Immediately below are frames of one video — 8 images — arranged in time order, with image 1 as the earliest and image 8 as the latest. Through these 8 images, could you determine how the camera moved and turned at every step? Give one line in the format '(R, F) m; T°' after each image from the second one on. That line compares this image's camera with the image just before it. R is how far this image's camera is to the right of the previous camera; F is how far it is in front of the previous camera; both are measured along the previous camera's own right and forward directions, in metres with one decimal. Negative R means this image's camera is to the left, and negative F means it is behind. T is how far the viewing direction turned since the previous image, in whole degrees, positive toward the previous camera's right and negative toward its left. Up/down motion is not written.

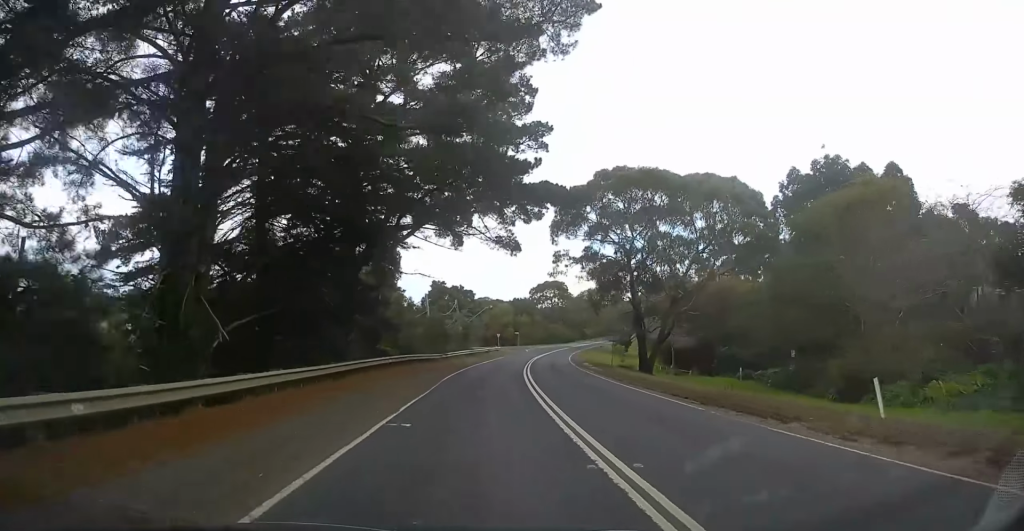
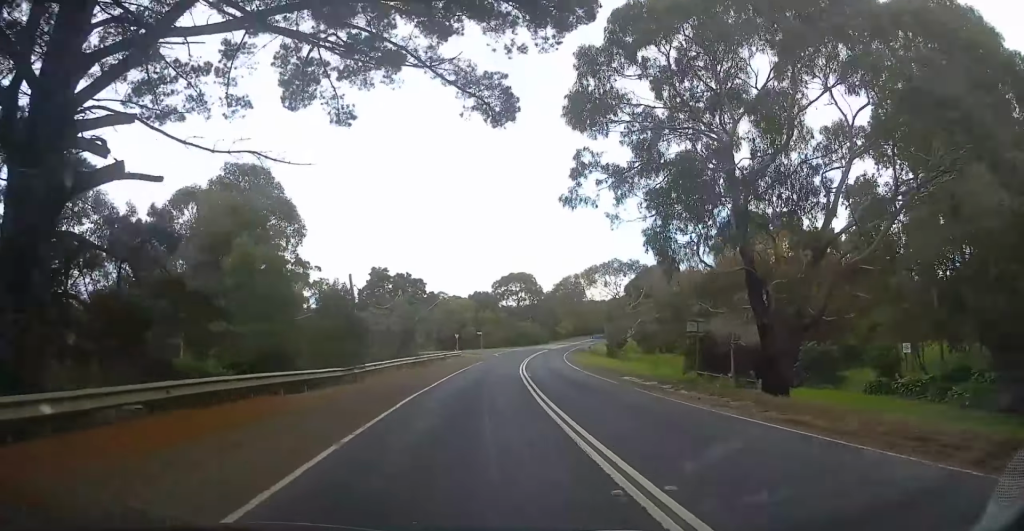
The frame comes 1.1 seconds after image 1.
(+0.4, +25.2) m; +3°
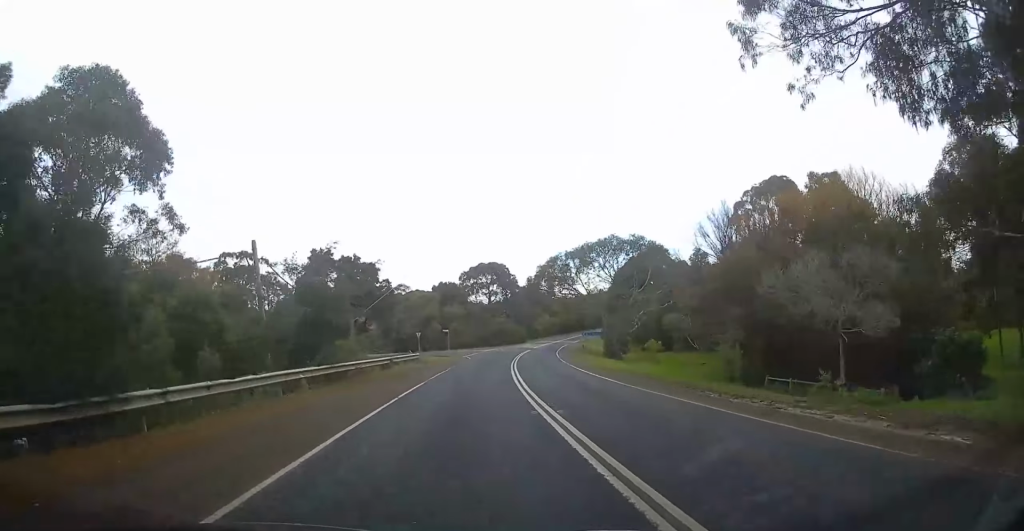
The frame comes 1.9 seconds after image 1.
(+0.5, +17.4) m; +3°
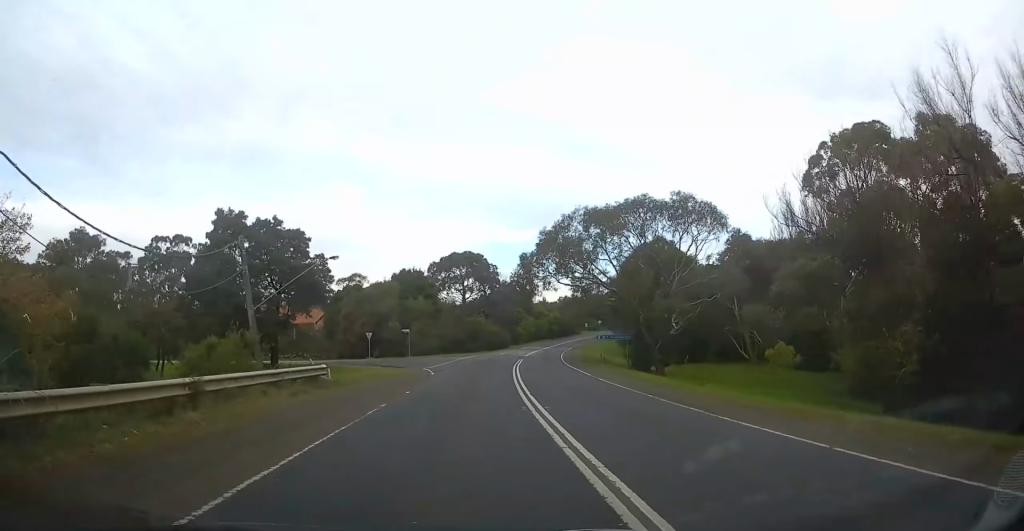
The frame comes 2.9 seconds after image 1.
(+0.7, +21.7) m; +3°
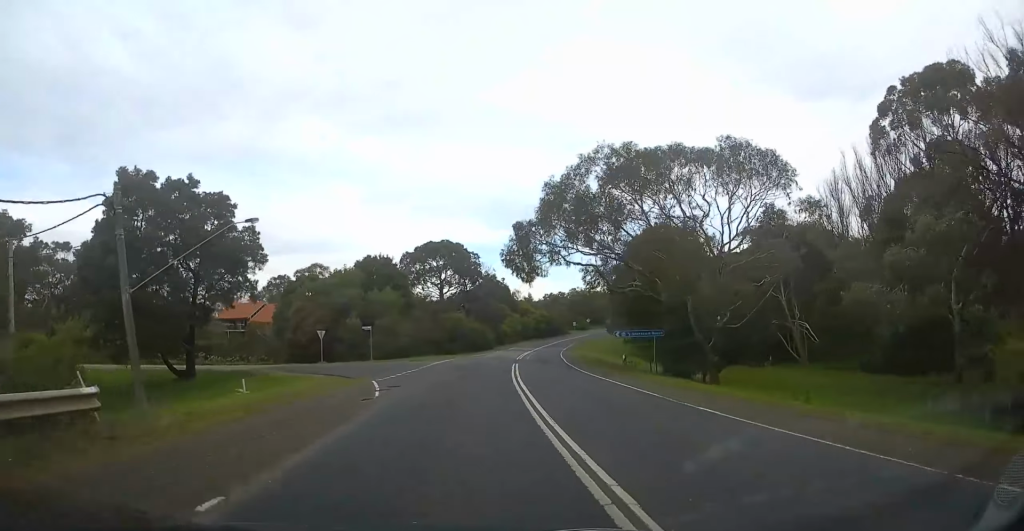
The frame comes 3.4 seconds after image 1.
(-0.2, +12.9) m; +1°
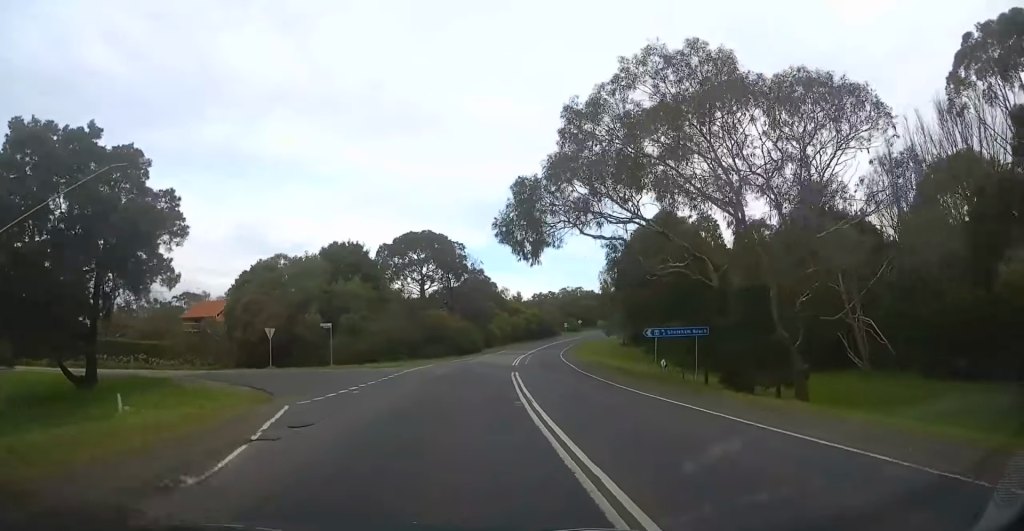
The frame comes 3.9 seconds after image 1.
(+0.3, +9.9) m; +2°
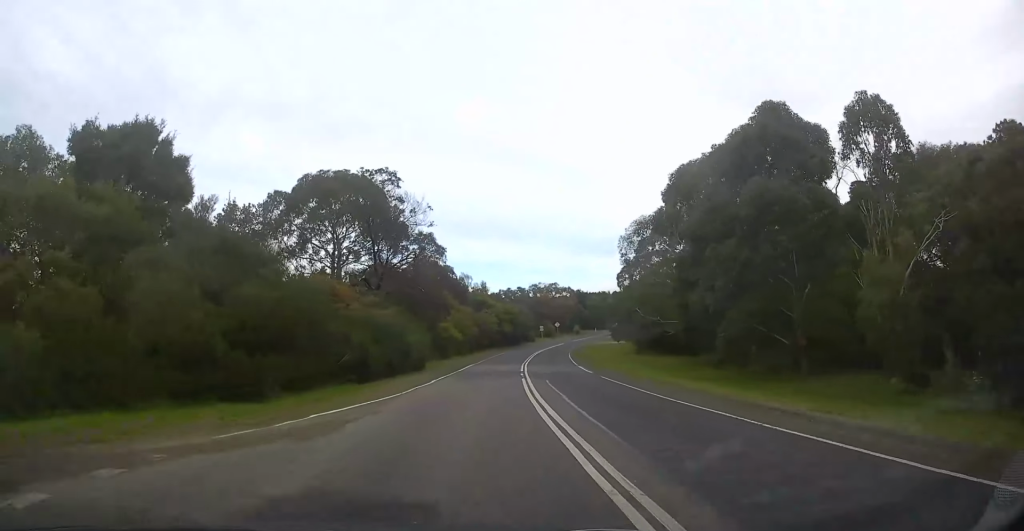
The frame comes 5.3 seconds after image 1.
(+1.5, +33.5) m; +5°
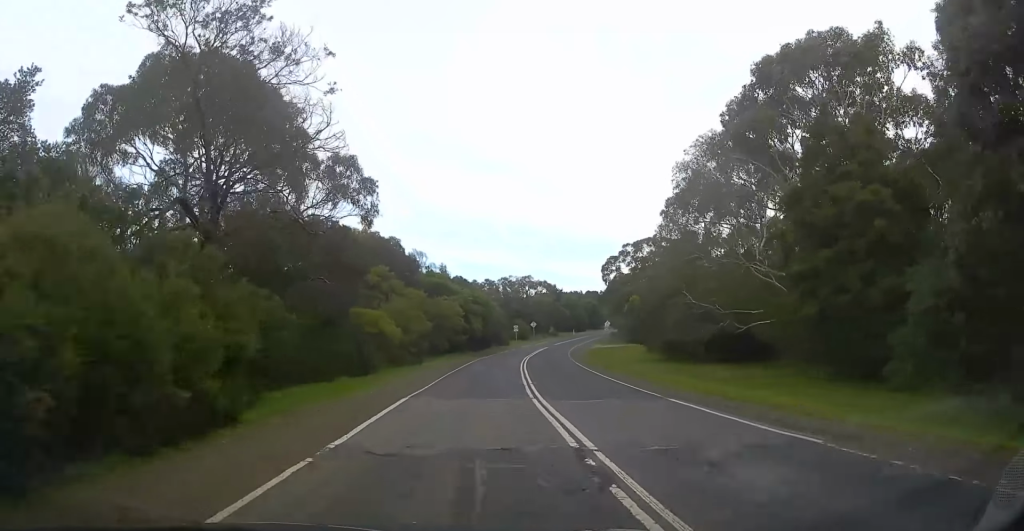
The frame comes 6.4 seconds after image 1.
(+0.7, +23.3) m; +4°
